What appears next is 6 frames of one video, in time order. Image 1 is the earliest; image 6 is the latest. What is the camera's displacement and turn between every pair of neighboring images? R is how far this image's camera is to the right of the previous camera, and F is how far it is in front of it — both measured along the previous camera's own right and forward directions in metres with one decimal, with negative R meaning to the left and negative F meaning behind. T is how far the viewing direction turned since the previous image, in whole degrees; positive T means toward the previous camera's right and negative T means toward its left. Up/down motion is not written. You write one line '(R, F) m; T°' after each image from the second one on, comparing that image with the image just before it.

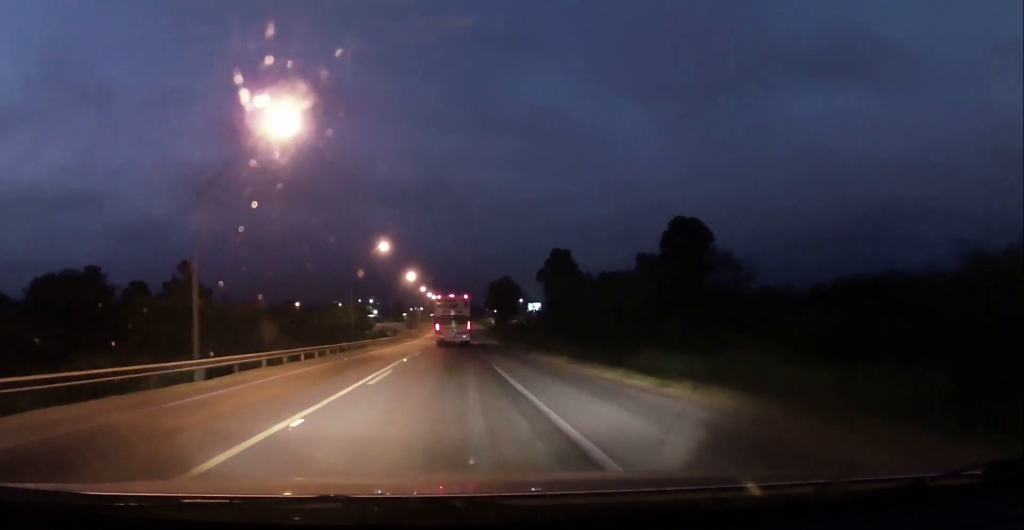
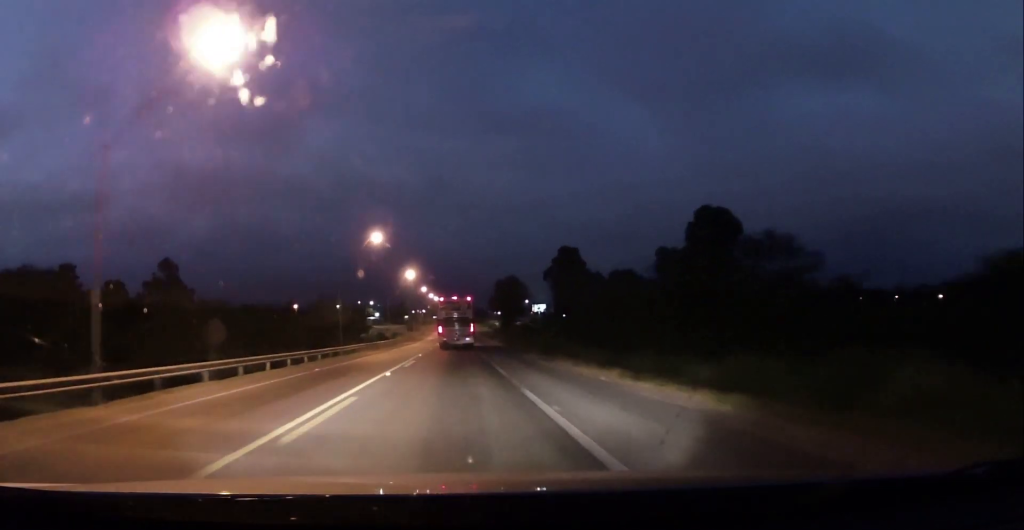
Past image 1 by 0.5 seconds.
(+0.1, +7.8) m; 0°
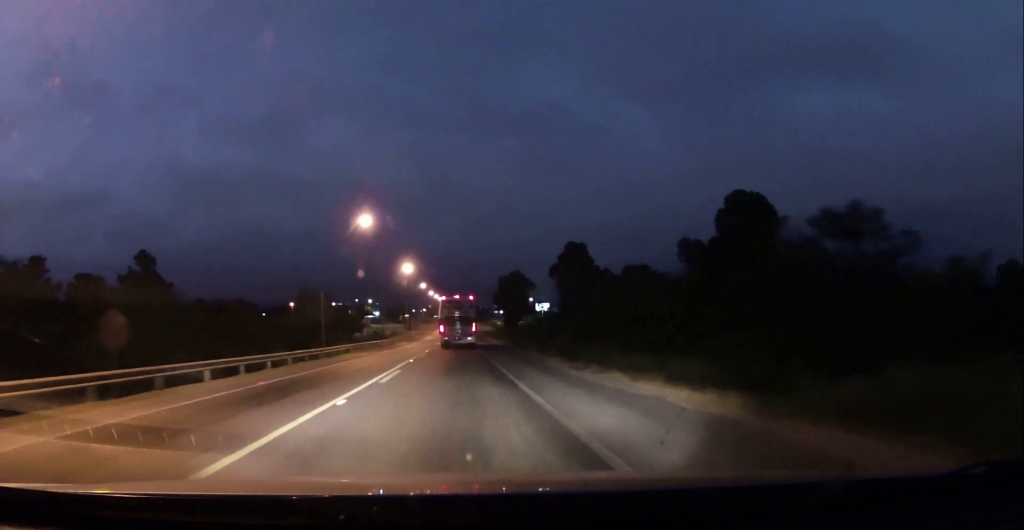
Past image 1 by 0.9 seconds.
(+0.1, +7.8) m; 0°
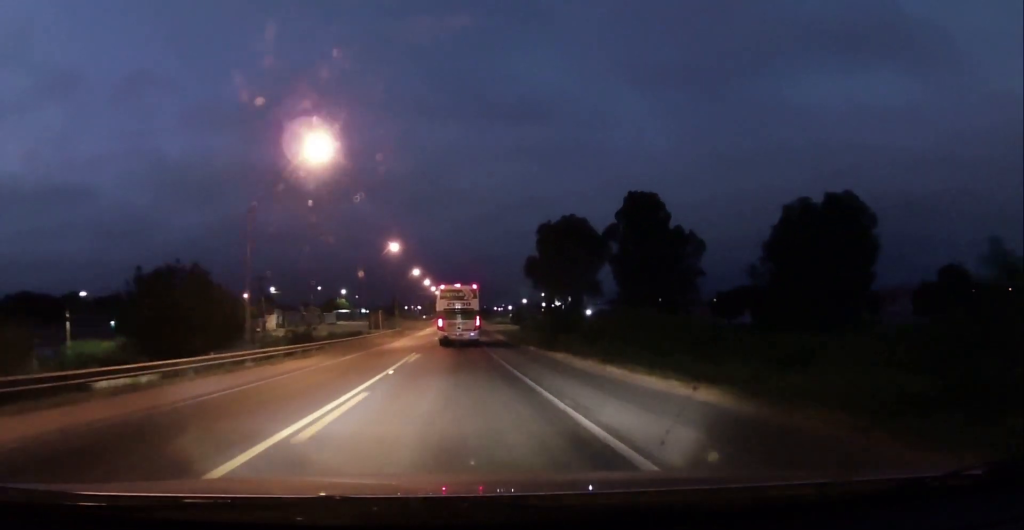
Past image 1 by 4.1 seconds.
(-1.0, +57.2) m; -1°
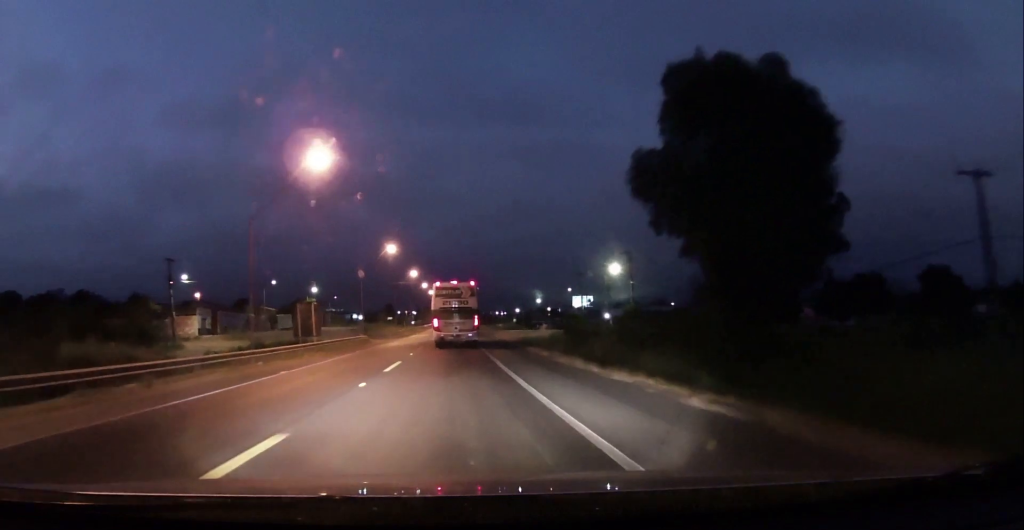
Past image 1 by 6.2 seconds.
(-0.3, +39.5) m; 0°
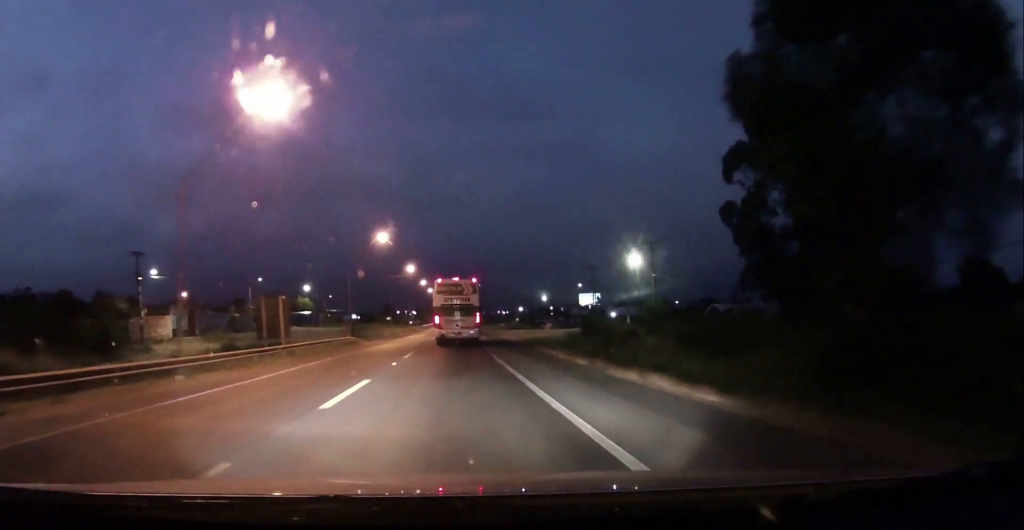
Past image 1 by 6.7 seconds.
(+0.3, +9.0) m; 0°
